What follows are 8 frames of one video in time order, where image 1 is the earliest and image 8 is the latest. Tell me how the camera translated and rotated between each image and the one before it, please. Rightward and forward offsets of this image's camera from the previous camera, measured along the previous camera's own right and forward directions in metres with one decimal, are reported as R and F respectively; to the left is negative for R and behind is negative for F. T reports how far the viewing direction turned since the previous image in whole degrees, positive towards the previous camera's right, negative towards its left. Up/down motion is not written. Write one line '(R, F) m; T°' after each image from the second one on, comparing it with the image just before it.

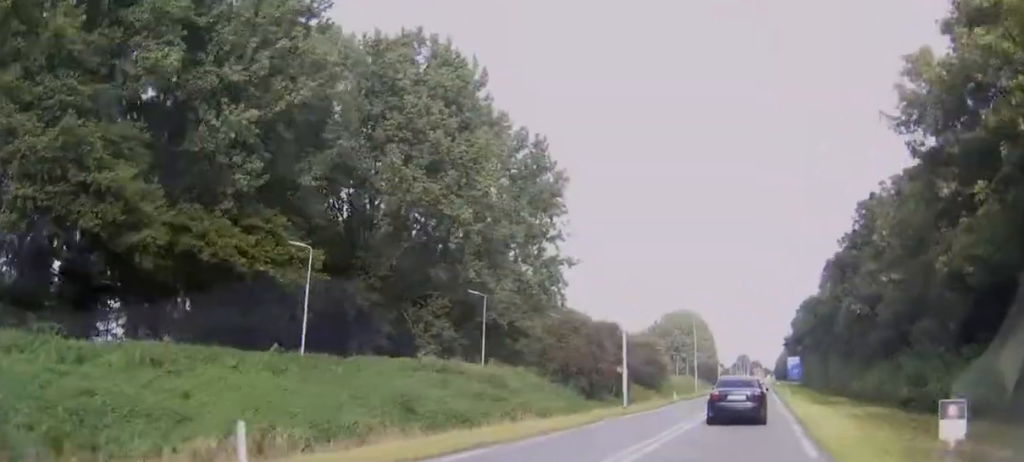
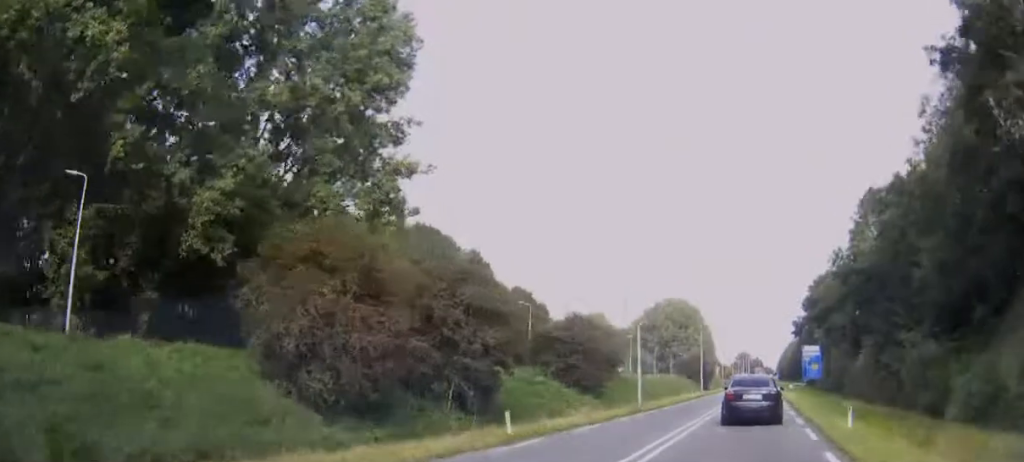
(+0.2, +39.5) m; 0°
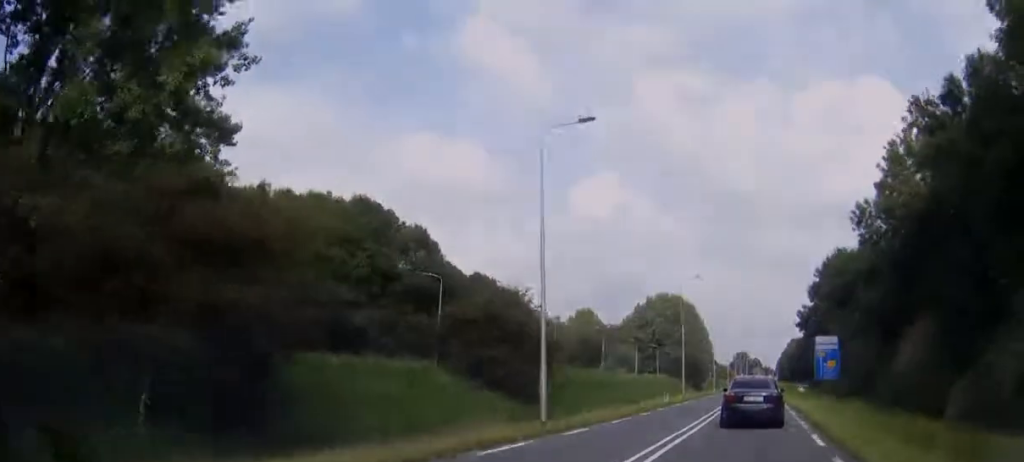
(0.0, +19.2) m; 0°
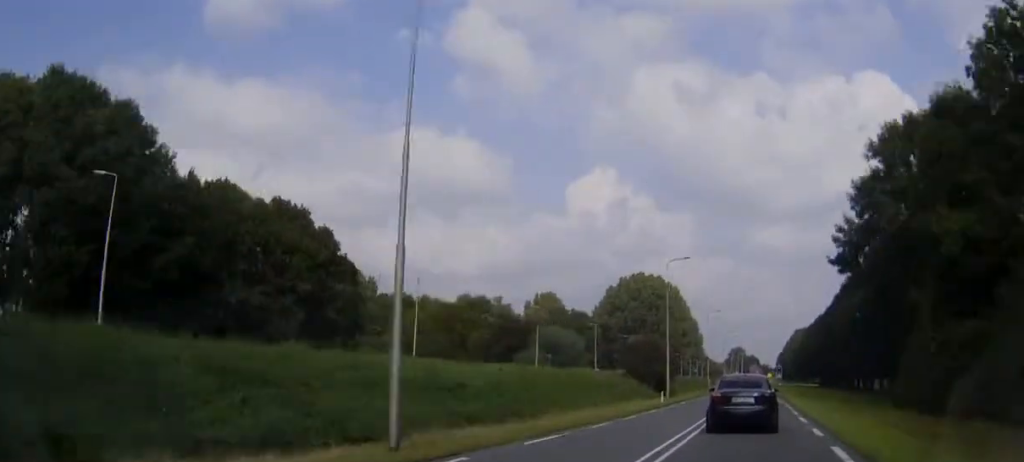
(+0.1, +52.7) m; 0°
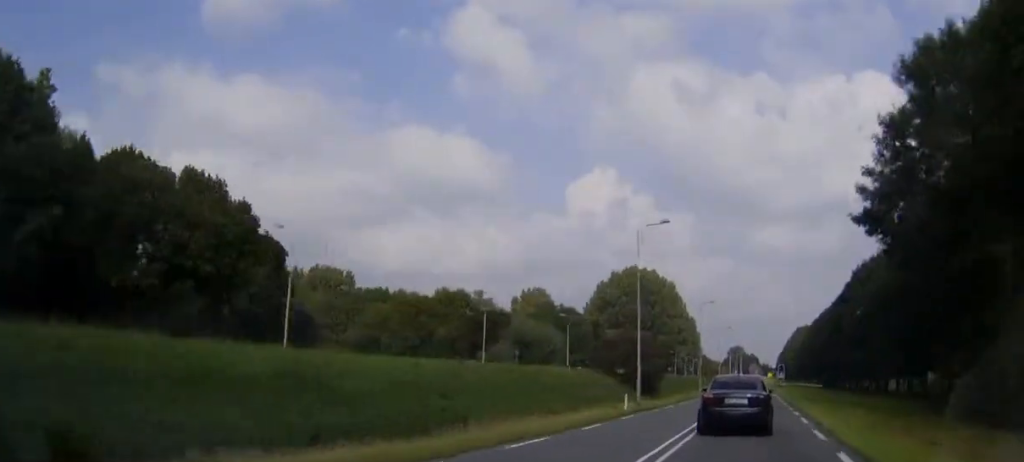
(0.0, +13.2) m; 0°
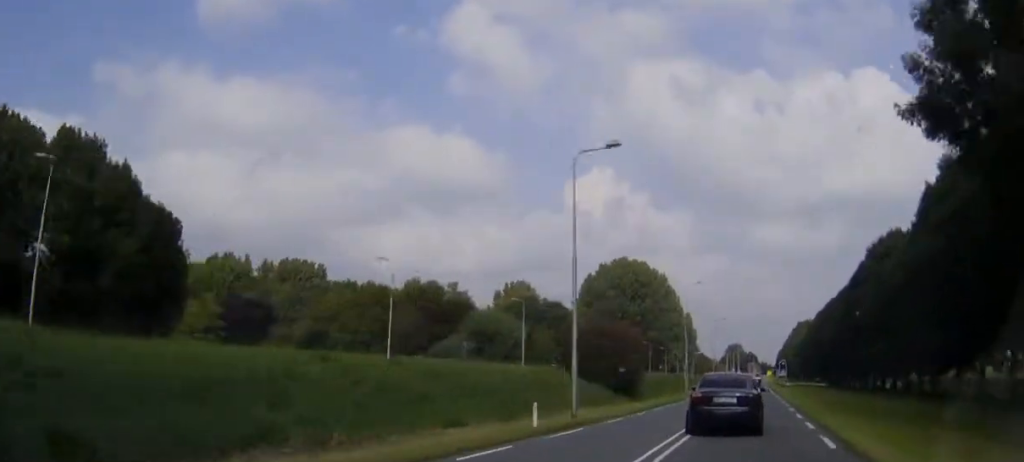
(0.0, +14.5) m; 0°
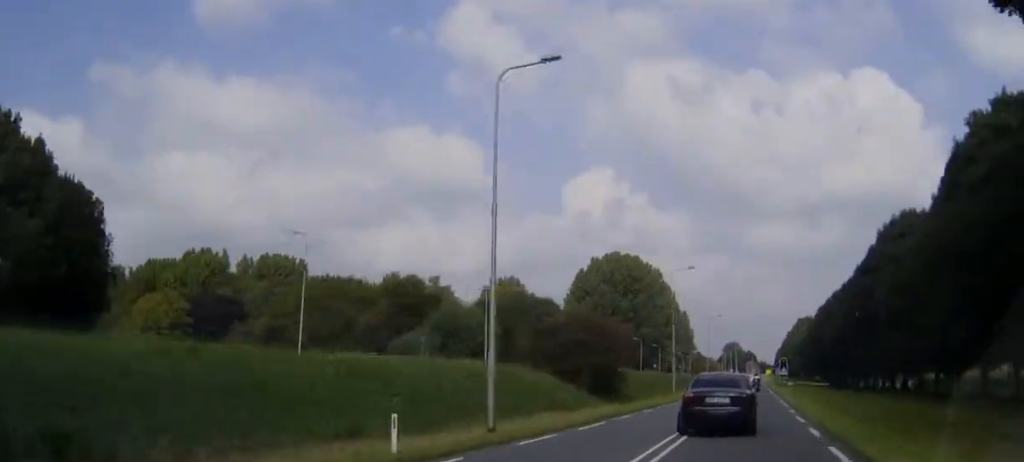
(0.0, +8.6) m; 0°
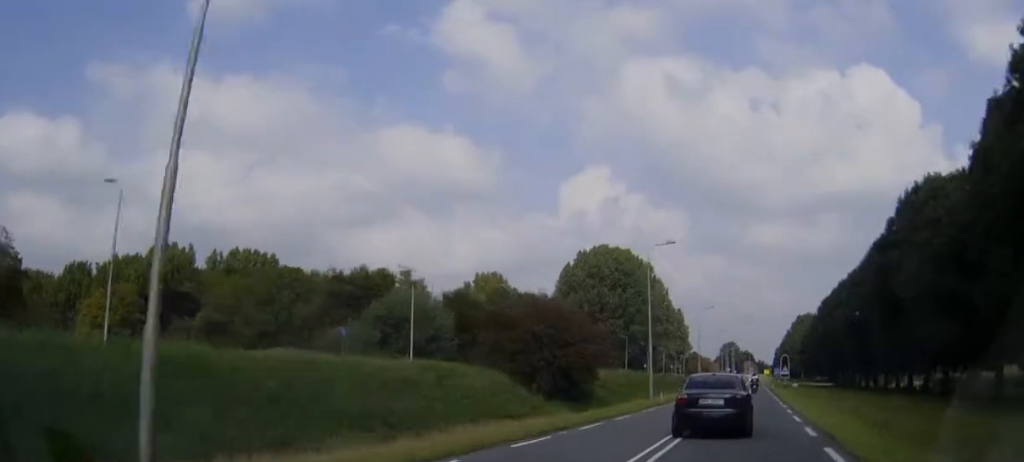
(0.0, +12.1) m; 0°
